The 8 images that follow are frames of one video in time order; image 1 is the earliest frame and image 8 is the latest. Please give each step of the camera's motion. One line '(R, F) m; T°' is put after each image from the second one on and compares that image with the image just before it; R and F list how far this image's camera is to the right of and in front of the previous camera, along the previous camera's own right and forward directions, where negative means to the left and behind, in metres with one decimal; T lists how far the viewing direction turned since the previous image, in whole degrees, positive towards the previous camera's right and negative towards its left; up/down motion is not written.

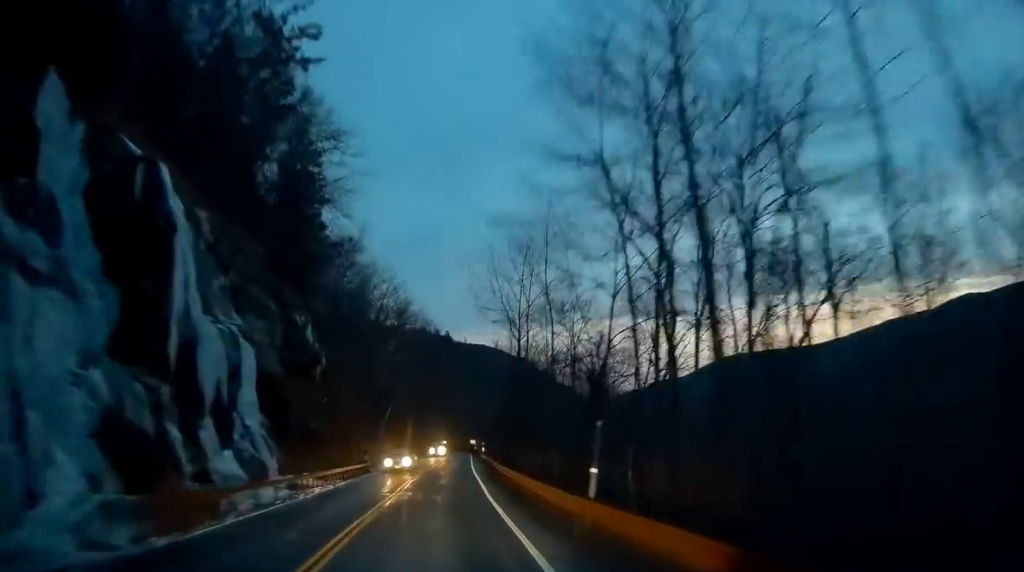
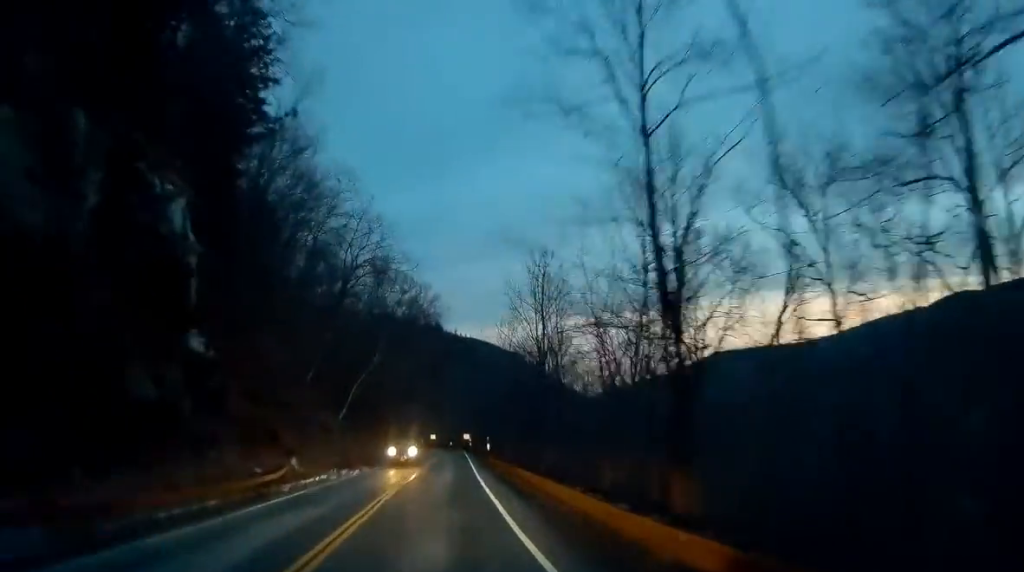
(-0.1, +23.8) m; +1°
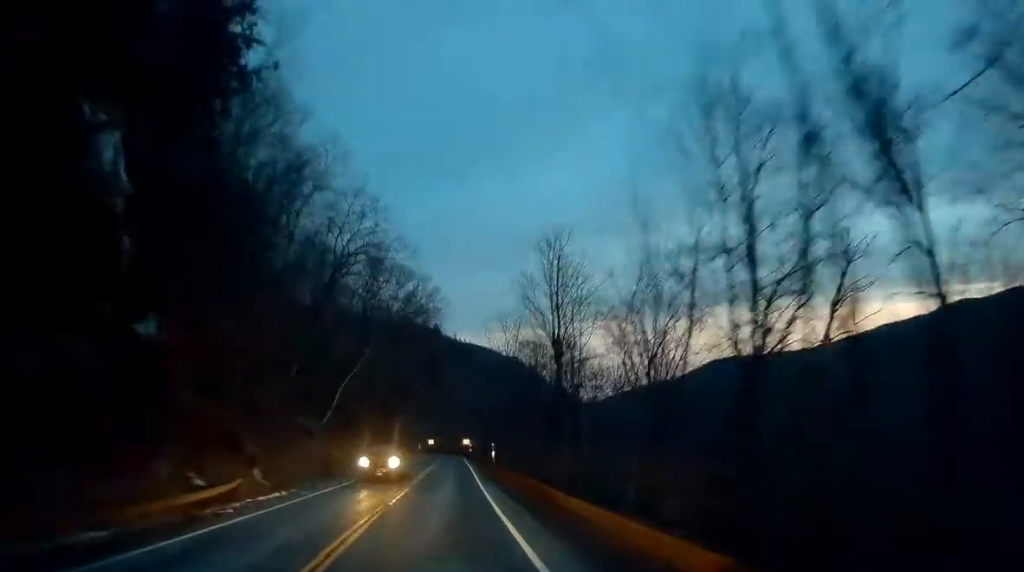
(0.0, +6.4) m; +1°
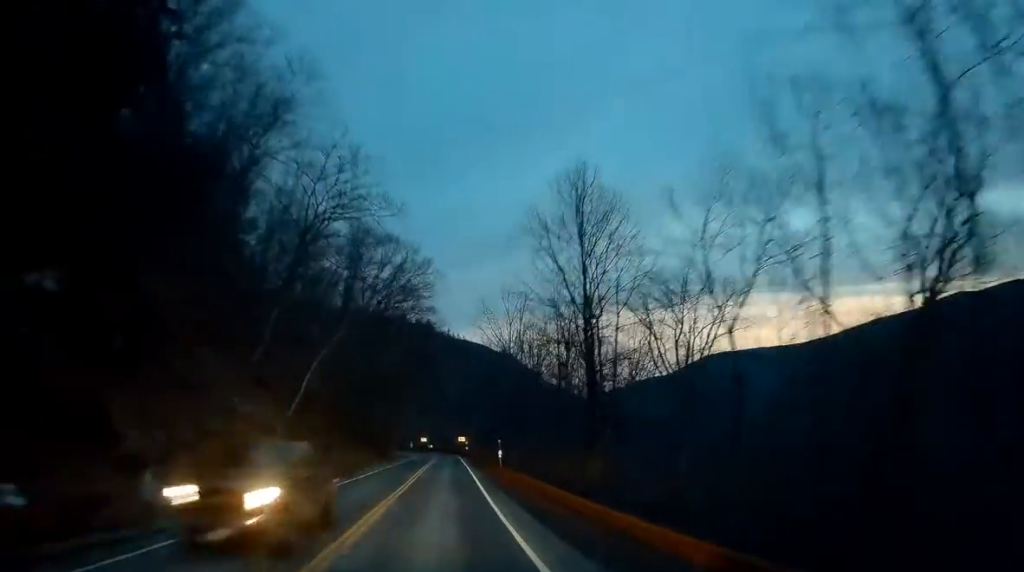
(+0.3, +9.9) m; 0°
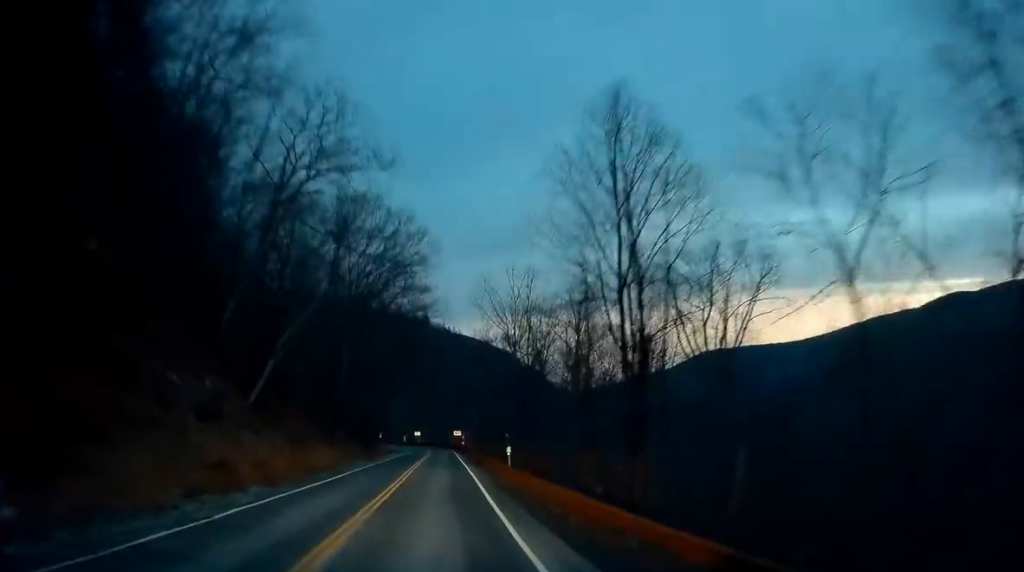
(+0.1, +7.1) m; 0°
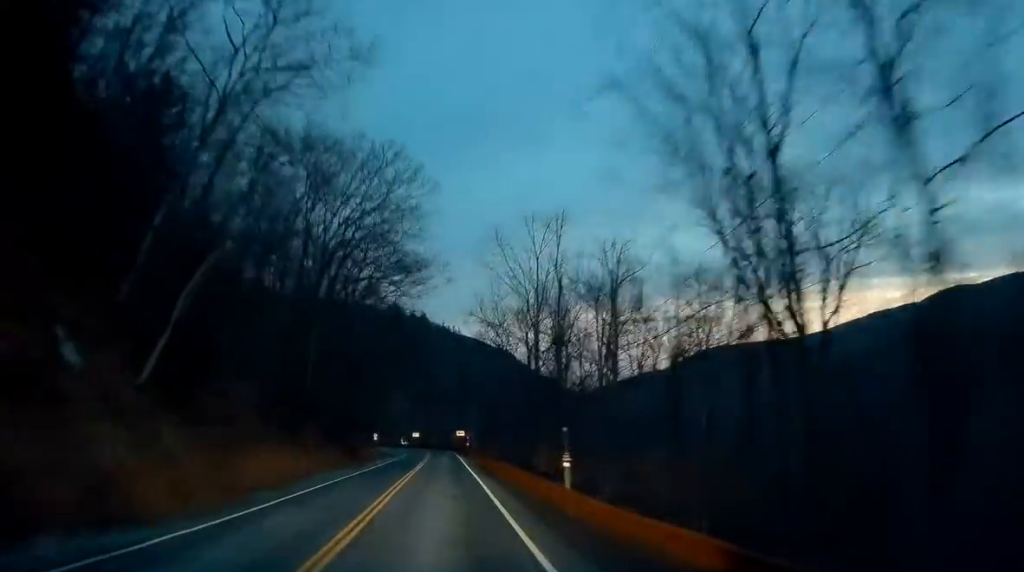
(-0.3, +12.7) m; -1°
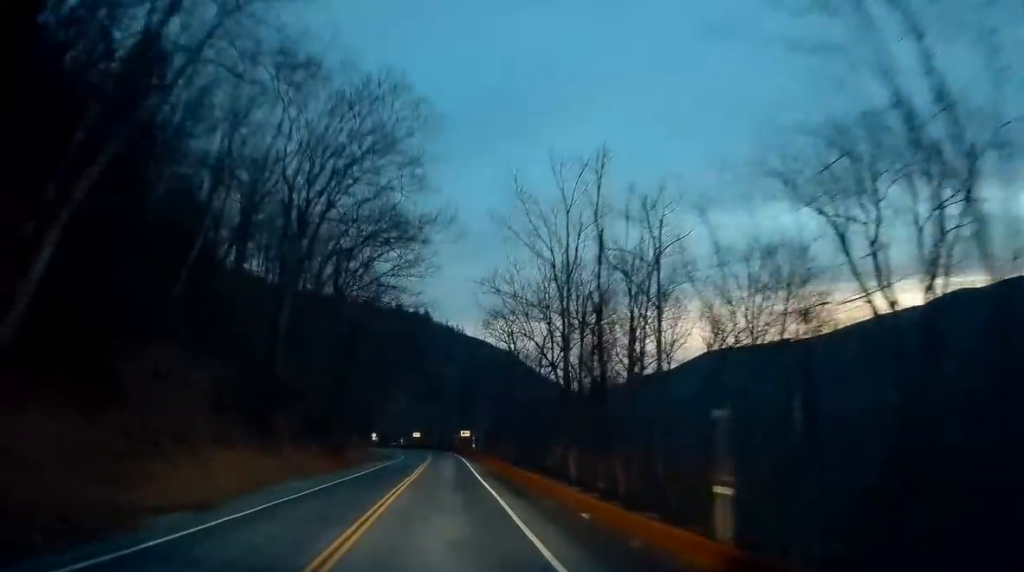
(0.0, +8.1) m; +1°
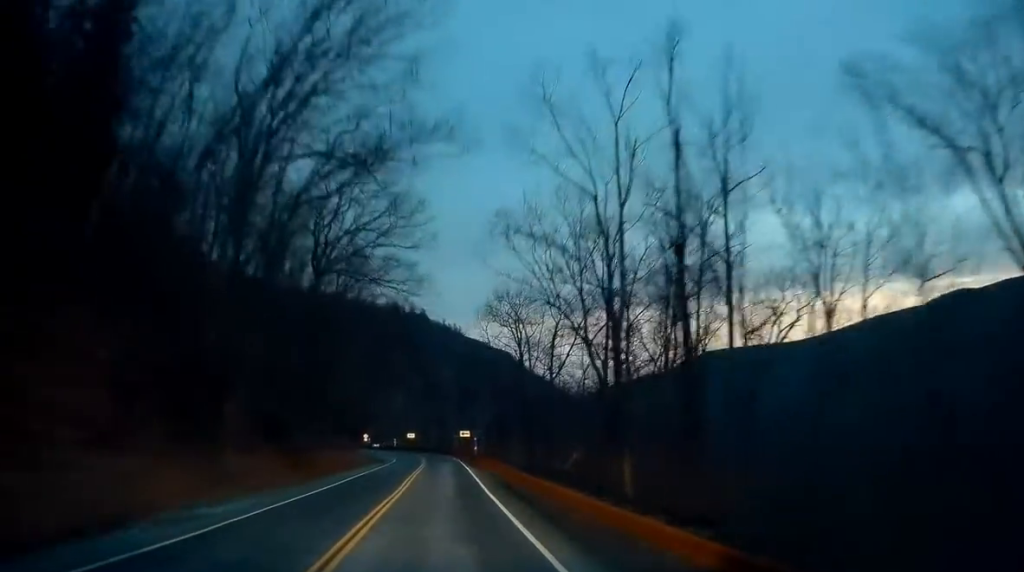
(-0.1, +9.6) m; +1°
